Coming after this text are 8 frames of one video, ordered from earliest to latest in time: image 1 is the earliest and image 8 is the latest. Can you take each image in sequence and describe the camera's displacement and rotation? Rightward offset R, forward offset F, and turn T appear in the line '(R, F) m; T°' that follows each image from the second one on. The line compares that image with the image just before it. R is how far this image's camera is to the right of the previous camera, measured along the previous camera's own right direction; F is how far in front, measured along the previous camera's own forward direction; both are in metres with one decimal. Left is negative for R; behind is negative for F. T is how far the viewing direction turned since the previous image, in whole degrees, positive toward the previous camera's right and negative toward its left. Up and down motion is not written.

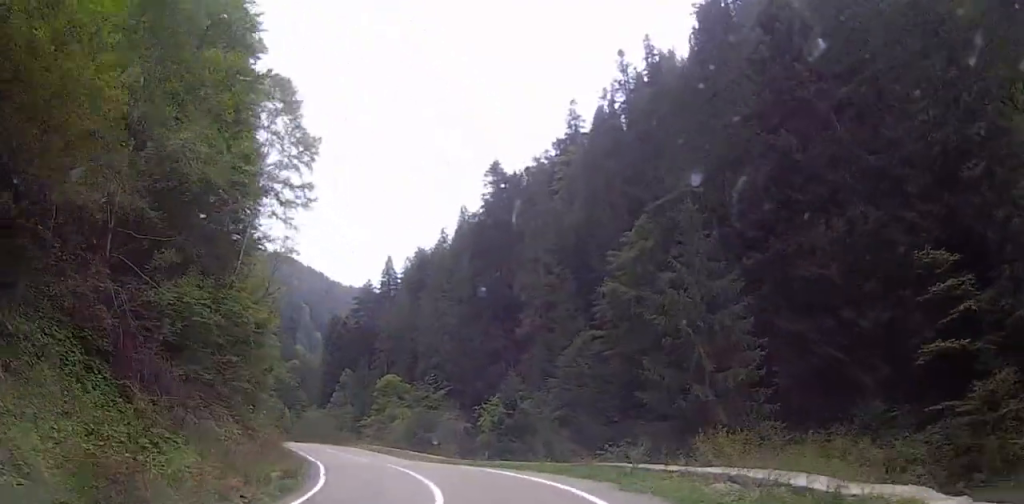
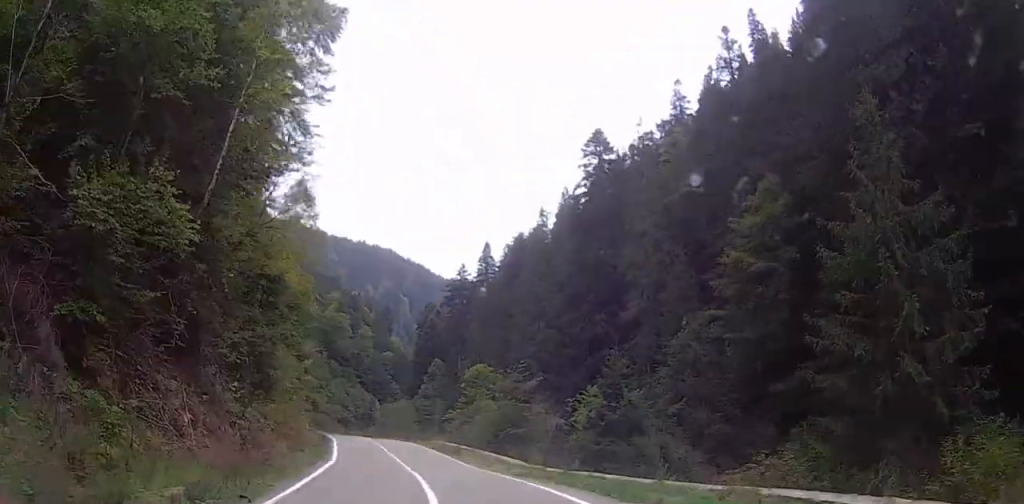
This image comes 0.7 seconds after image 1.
(0.0, +10.0) m; 0°
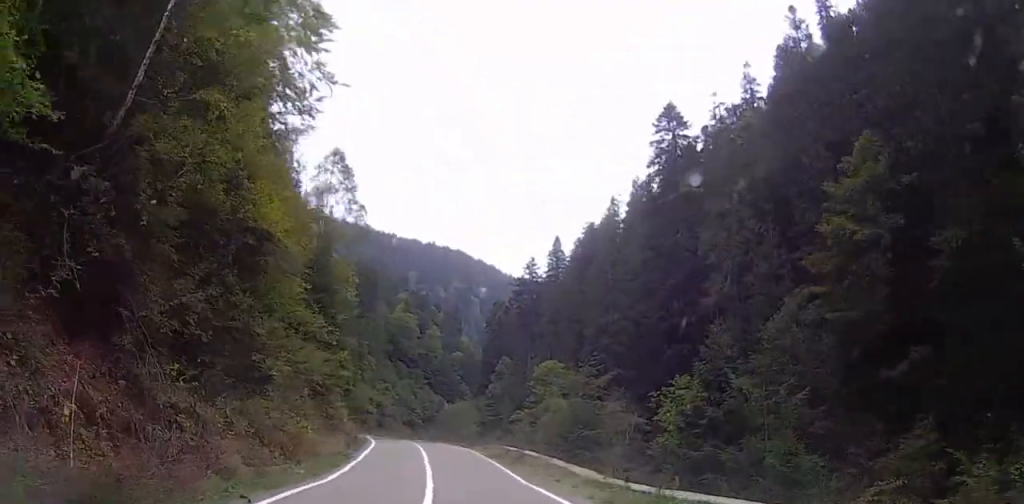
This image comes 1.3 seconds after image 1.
(0.0, +7.3) m; -1°
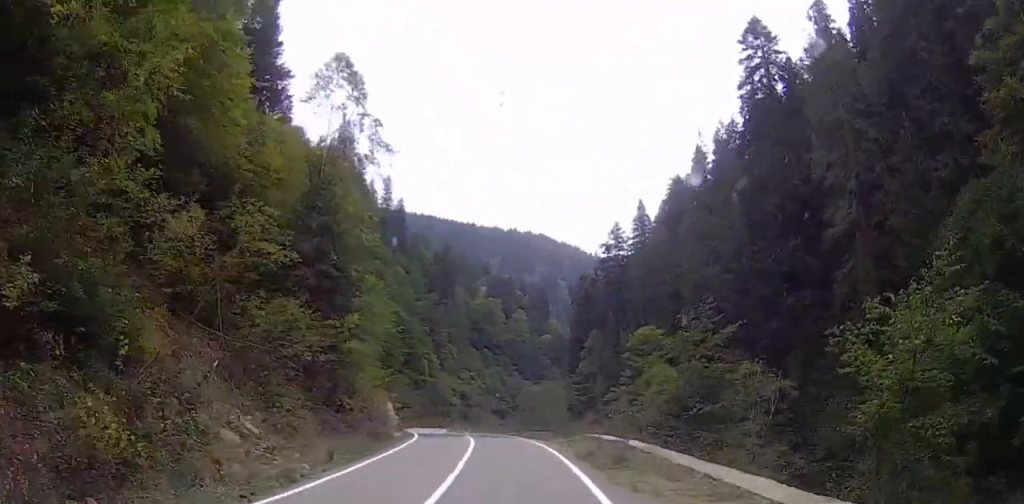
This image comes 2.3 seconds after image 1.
(-0.4, +13.9) m; -8°
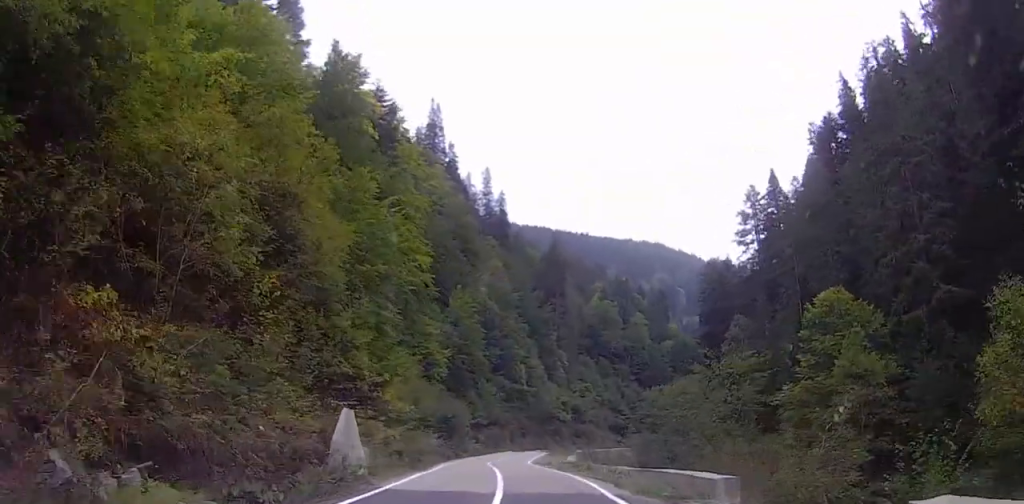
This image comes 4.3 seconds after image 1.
(-4.8, +27.1) m; -14°
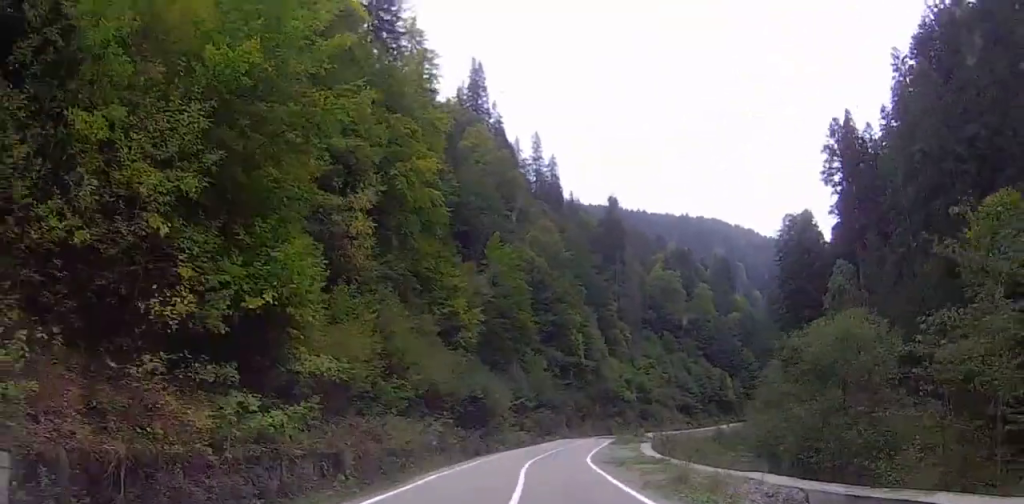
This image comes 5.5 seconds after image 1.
(0.0, +15.9) m; -1°
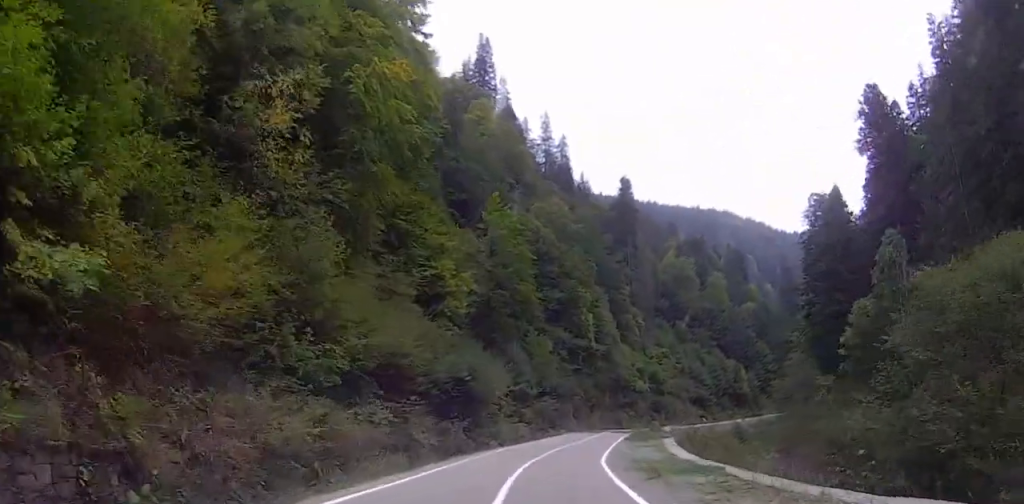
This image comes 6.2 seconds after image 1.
(-0.1, +7.6) m; -1°
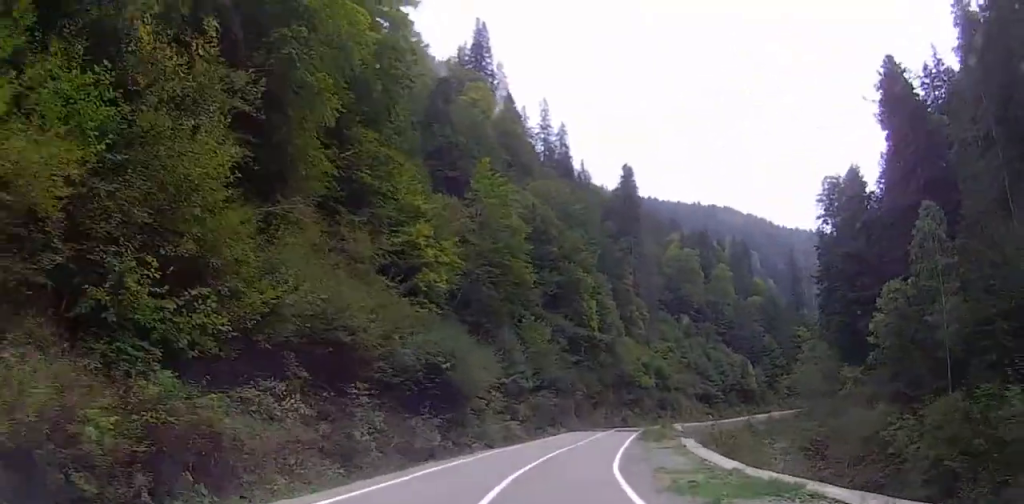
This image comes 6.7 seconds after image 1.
(0.0, +5.6) m; -1°
